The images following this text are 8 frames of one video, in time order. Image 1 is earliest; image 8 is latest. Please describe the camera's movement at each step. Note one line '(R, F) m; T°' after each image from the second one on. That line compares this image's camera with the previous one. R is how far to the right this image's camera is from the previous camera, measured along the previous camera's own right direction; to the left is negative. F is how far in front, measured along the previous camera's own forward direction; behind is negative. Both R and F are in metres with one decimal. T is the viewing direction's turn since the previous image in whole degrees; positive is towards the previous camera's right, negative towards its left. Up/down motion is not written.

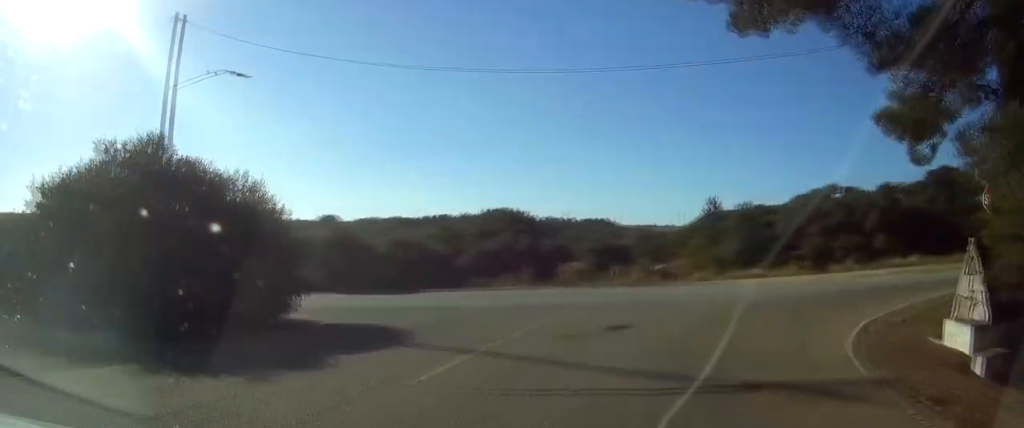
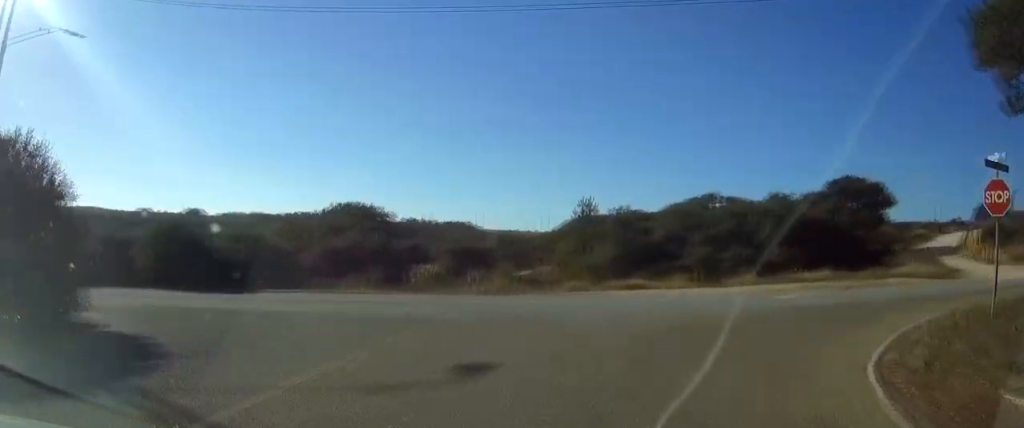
(+0.2, +4.9) m; +9°
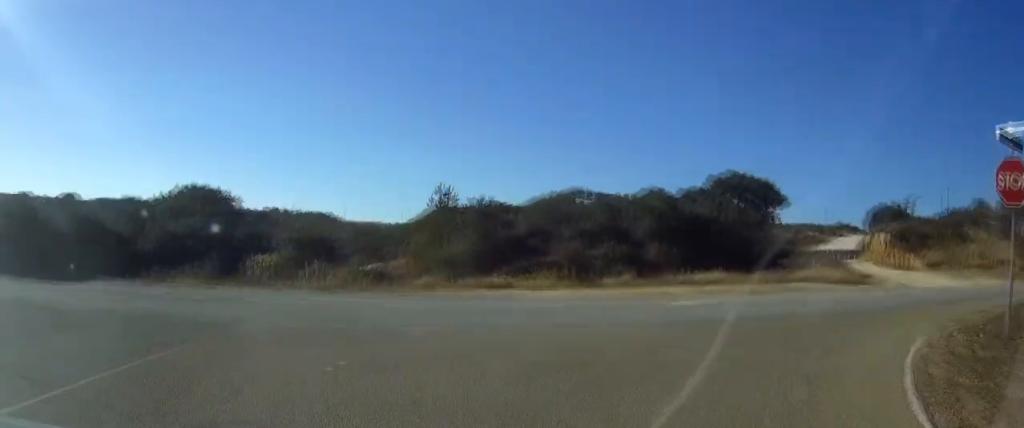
(+0.5, +3.9) m; +11°
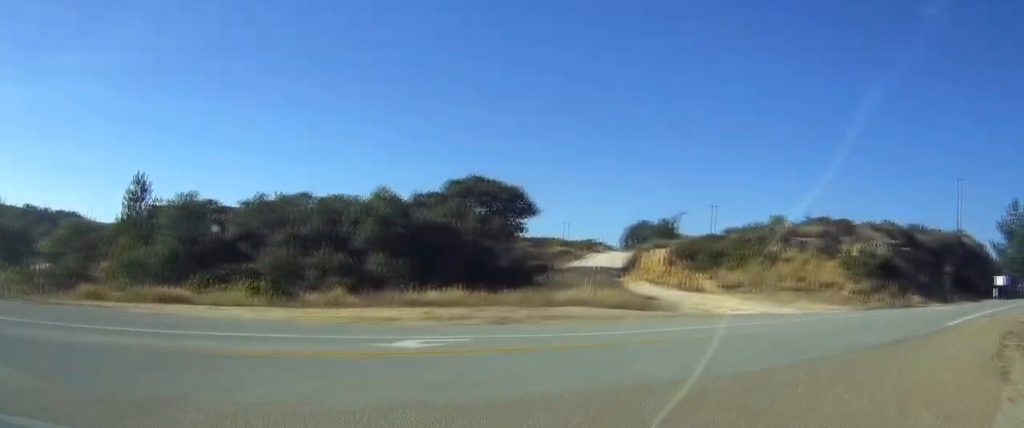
(+1.8, +7.8) m; +22°
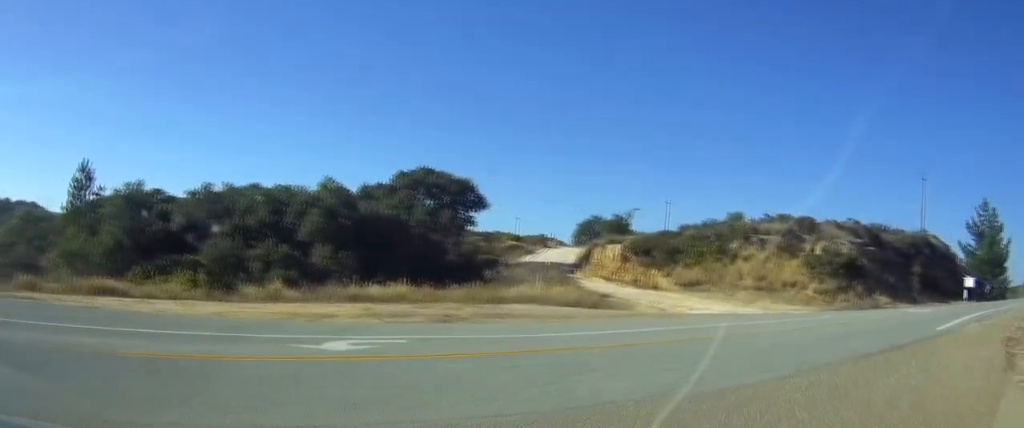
(+0.1, +1.4) m; +1°
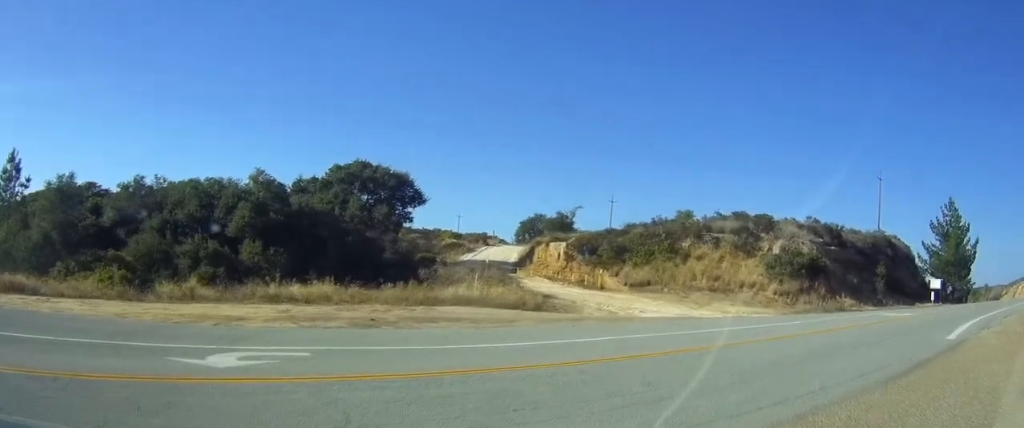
(+0.1, +3.2) m; +5°
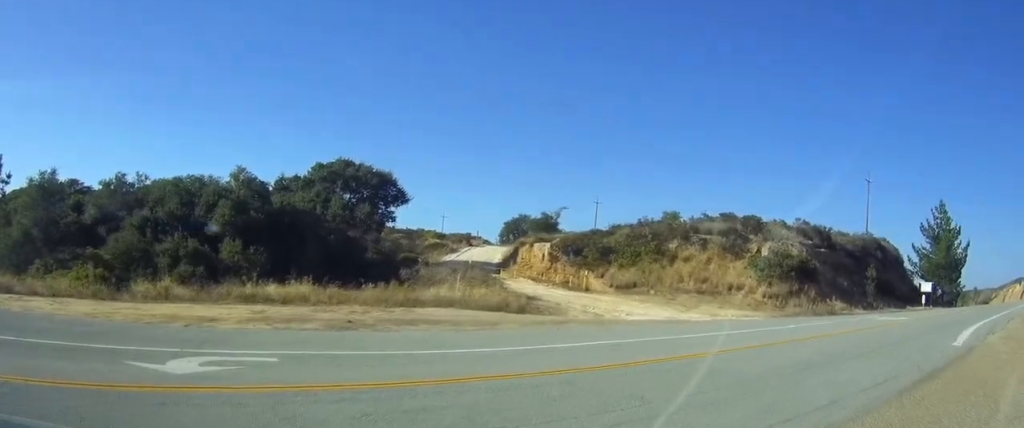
(+0.1, +1.0) m; +6°
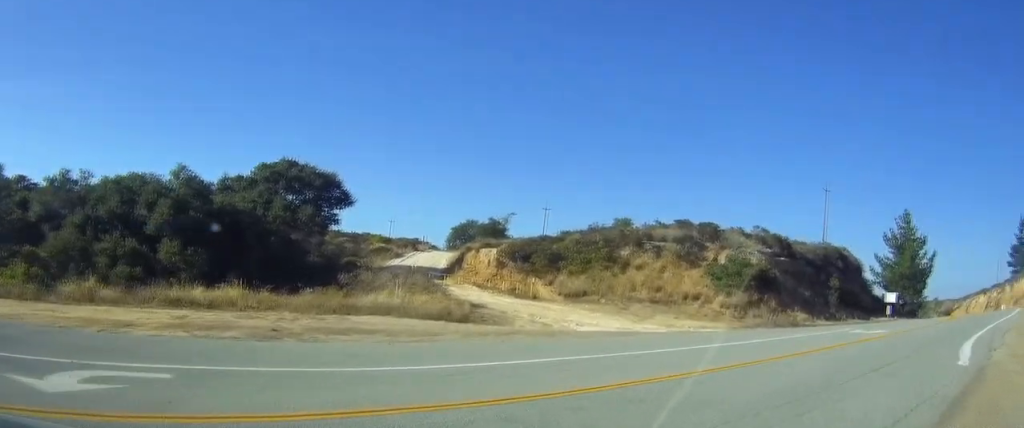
(+0.2, +1.8) m; +16°
